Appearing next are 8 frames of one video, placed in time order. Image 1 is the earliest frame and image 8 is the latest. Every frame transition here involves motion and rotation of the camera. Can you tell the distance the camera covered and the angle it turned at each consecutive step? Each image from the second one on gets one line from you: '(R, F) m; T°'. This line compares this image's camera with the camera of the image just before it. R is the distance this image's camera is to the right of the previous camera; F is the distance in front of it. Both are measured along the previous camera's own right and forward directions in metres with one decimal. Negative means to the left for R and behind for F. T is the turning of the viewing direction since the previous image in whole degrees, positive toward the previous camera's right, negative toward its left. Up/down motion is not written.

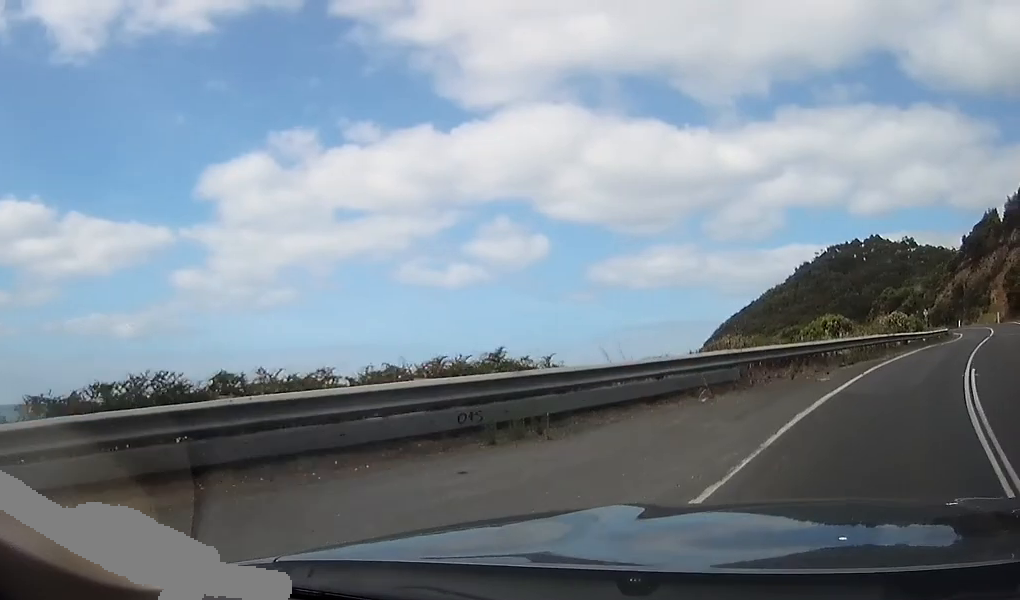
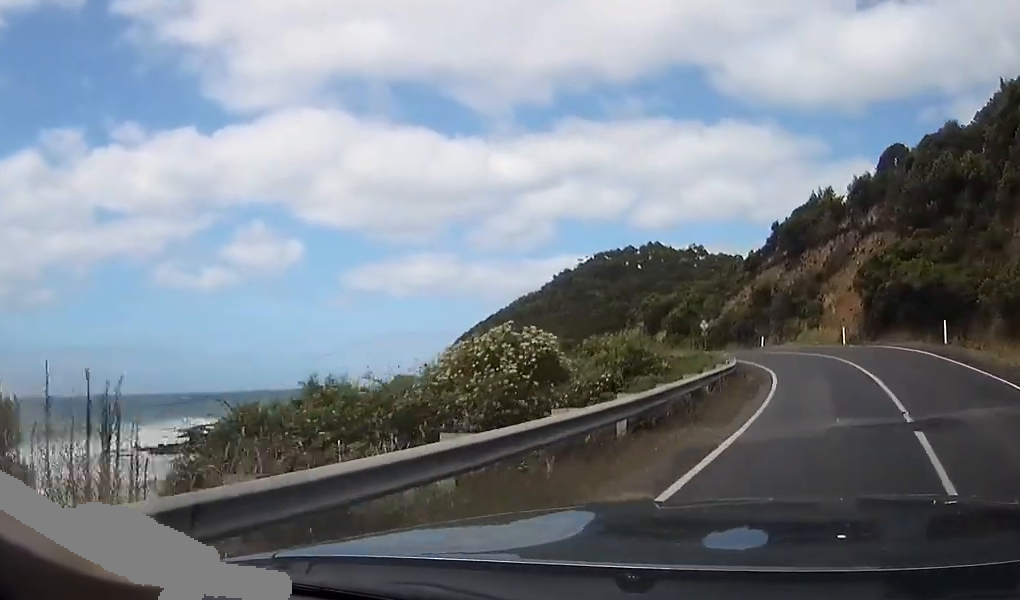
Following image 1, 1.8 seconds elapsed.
(+2.1, +27.7) m; +1°
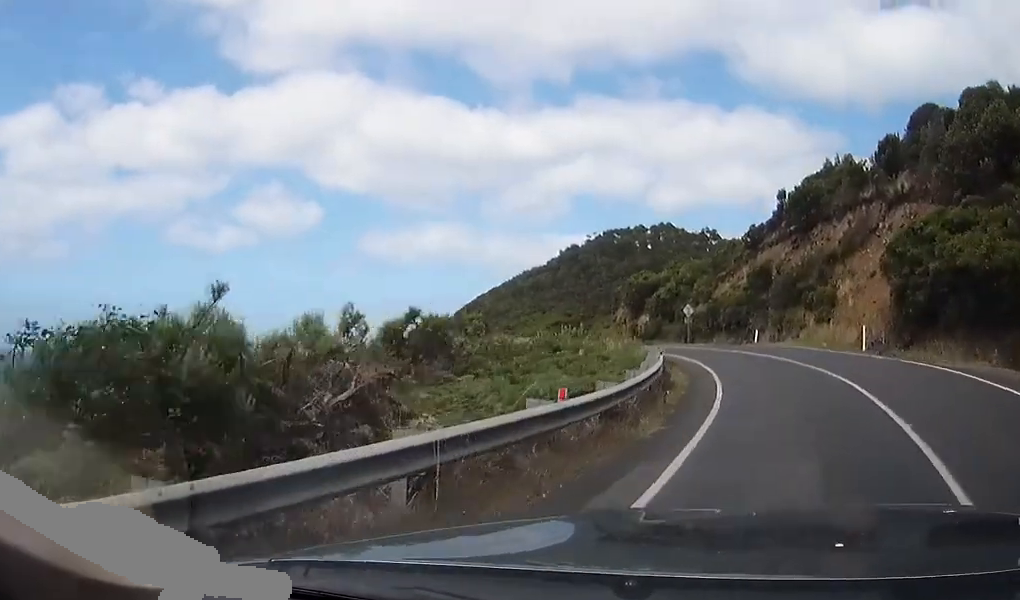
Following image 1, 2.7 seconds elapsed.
(-0.8, +13.4) m; -8°
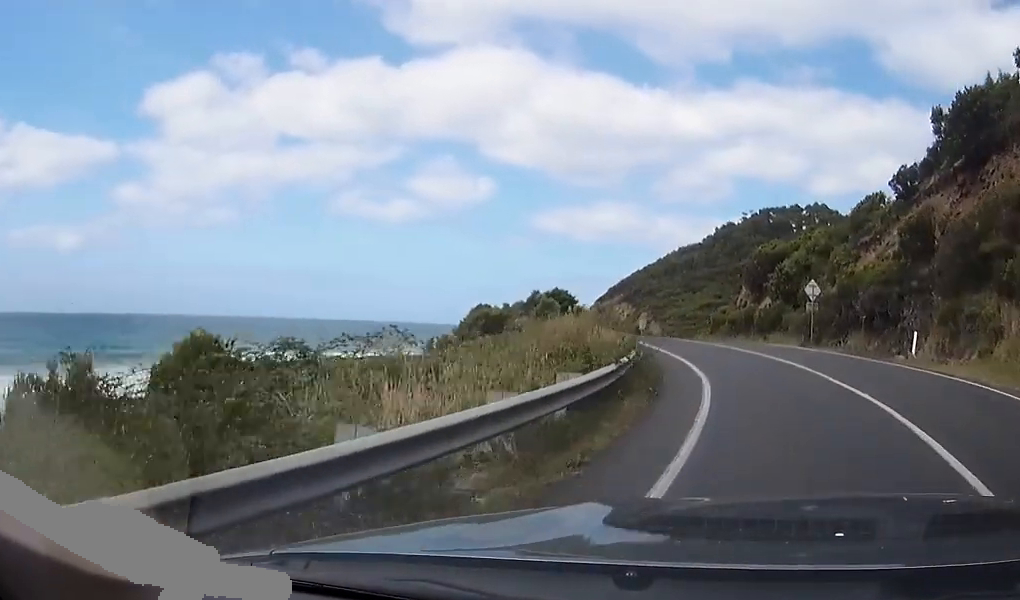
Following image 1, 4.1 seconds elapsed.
(-2.9, +21.7) m; -16°
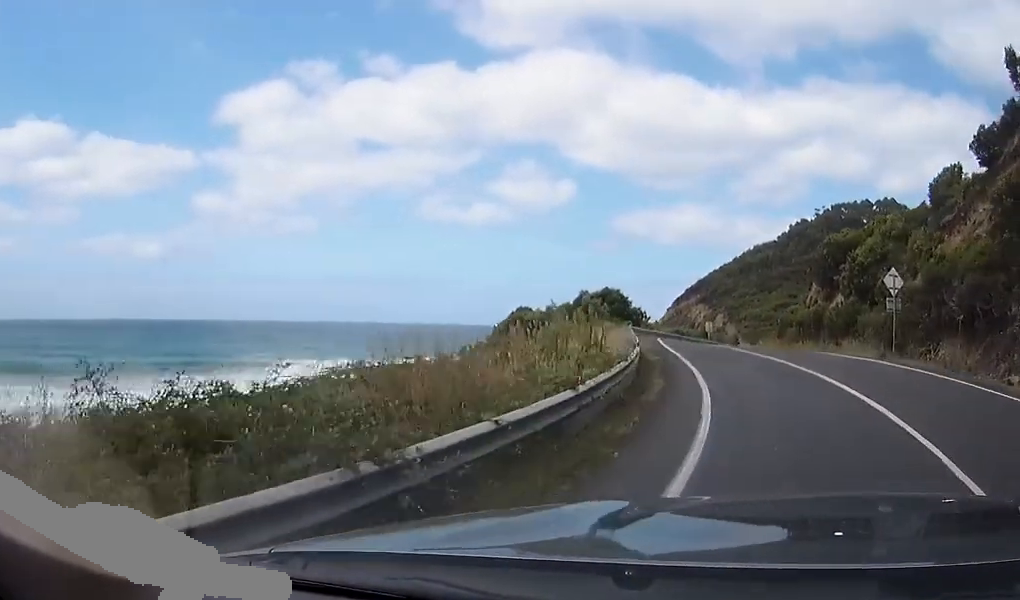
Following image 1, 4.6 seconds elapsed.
(-0.8, +8.6) m; -4°
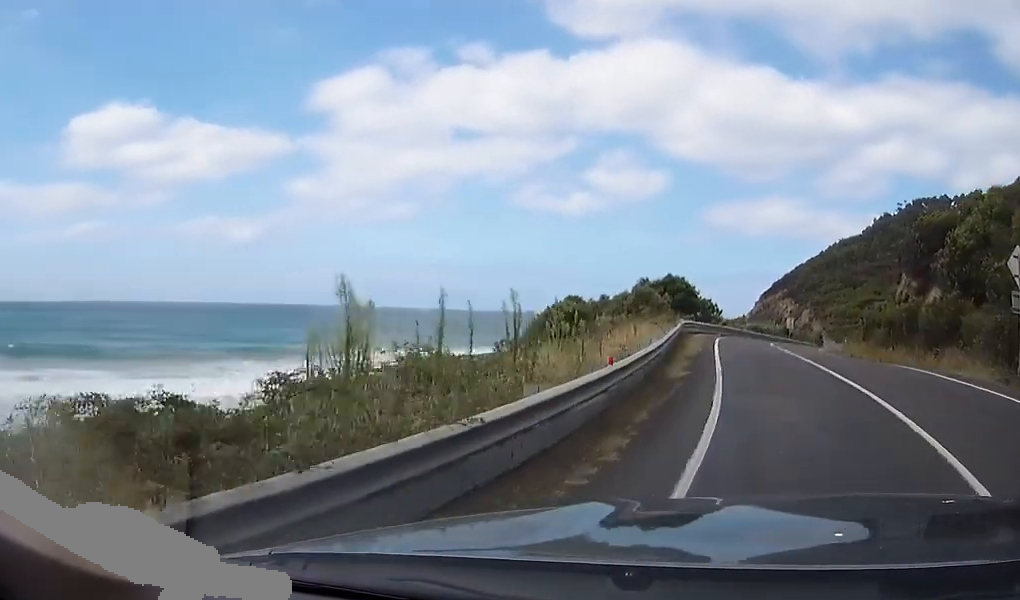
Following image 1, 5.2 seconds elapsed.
(-0.4, +9.2) m; -3°
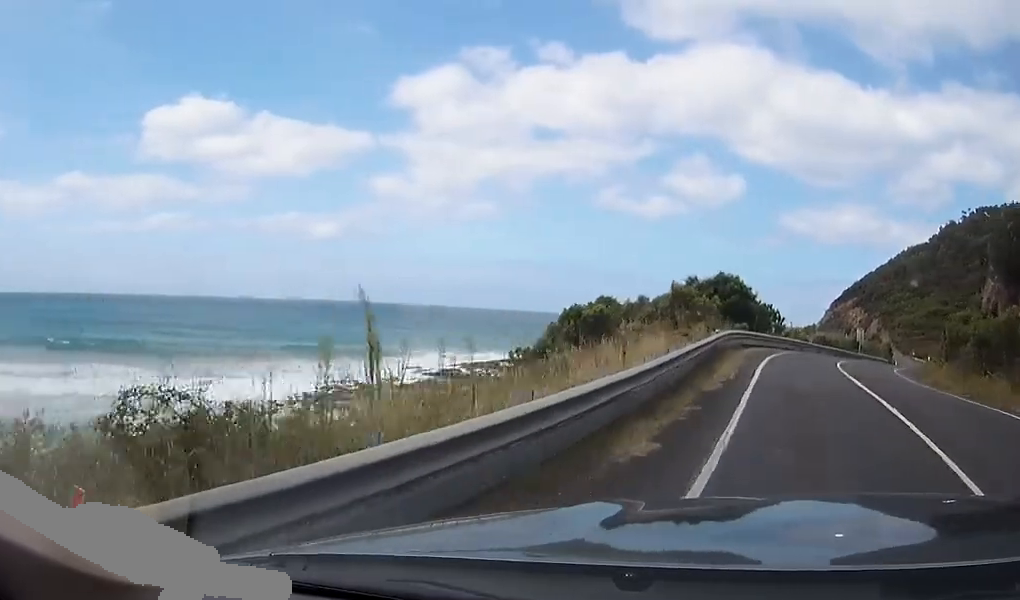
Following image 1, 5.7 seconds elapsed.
(-0.3, +9.0) m; +1°
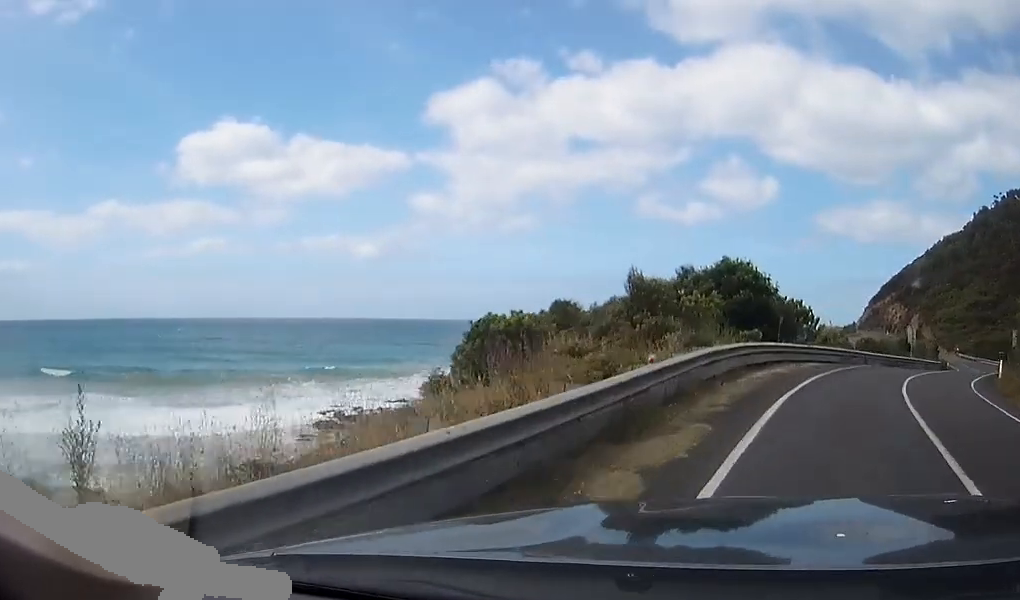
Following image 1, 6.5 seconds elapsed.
(+0.3, +12.7) m; +4°
